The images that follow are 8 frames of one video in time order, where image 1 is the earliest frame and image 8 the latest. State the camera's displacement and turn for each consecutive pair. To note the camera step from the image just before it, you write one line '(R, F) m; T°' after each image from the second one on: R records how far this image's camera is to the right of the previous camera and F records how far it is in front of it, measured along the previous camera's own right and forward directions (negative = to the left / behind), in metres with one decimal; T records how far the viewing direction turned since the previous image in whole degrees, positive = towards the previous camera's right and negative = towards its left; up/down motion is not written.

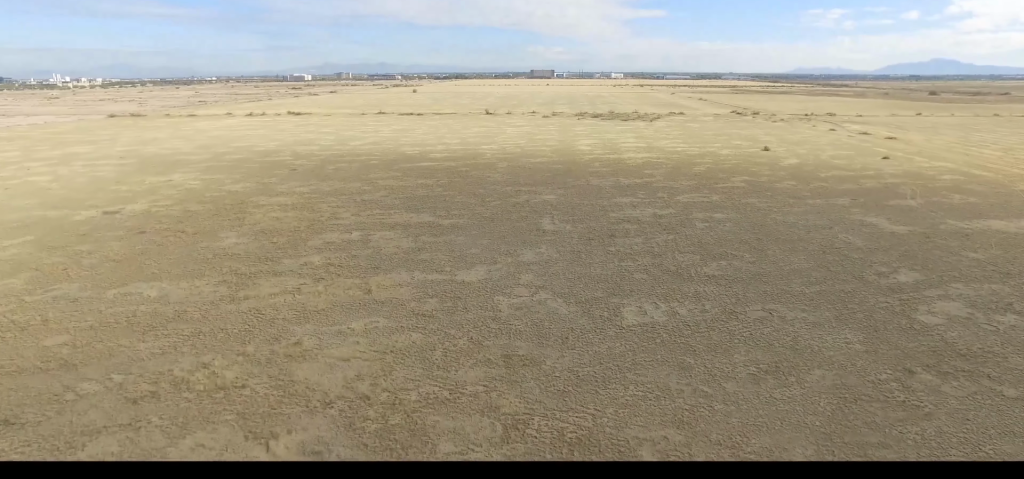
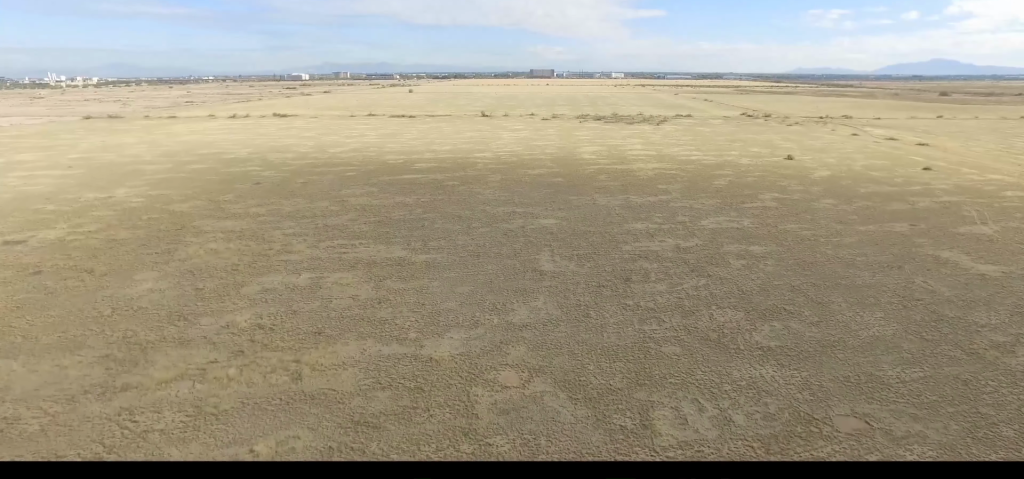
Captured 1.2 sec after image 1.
(-0.1, +15.9) m; -1°
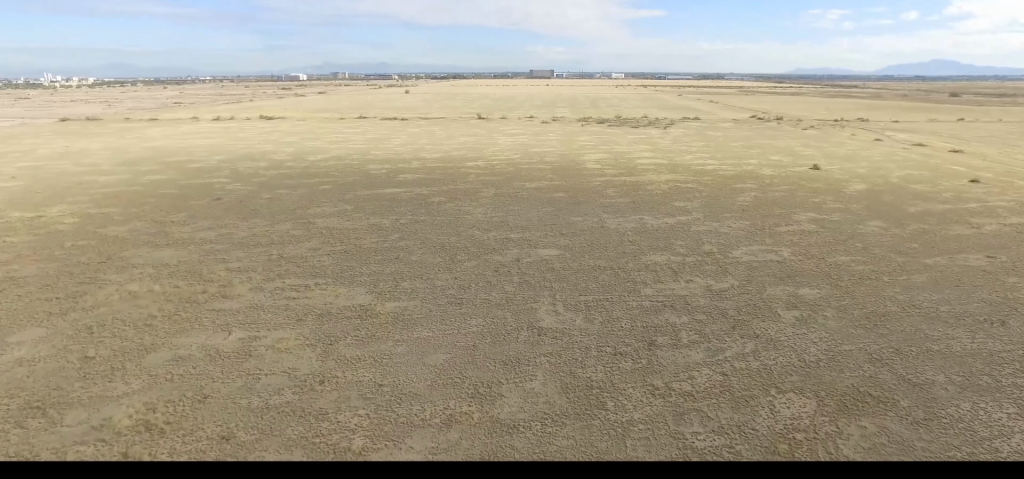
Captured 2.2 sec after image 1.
(-0.1, +13.2) m; -2°
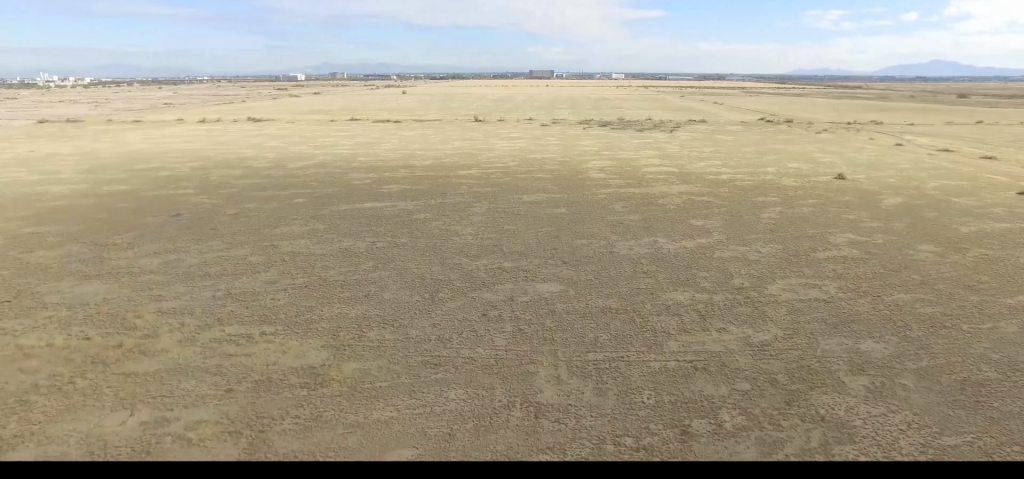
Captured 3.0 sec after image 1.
(-0.1, +9.9) m; -3°
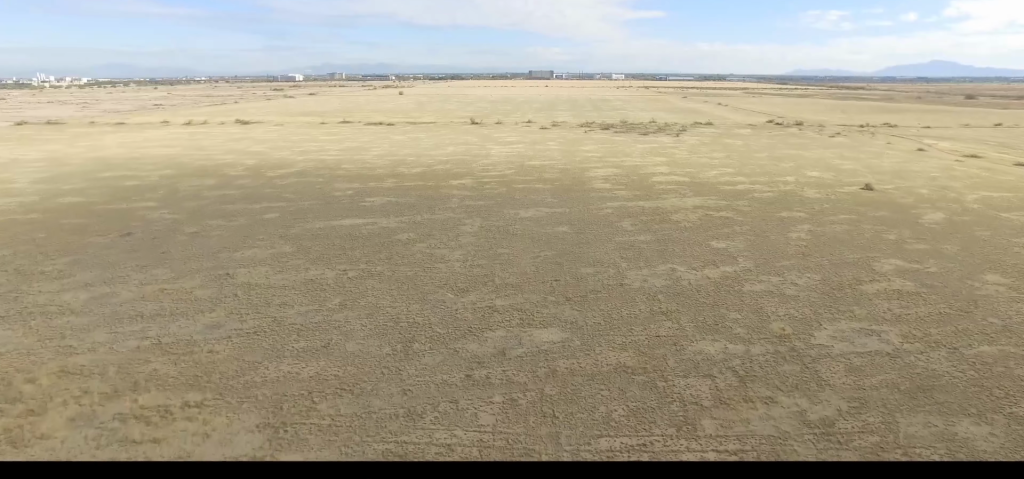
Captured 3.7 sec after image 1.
(-0.4, +9.2) m; -4°
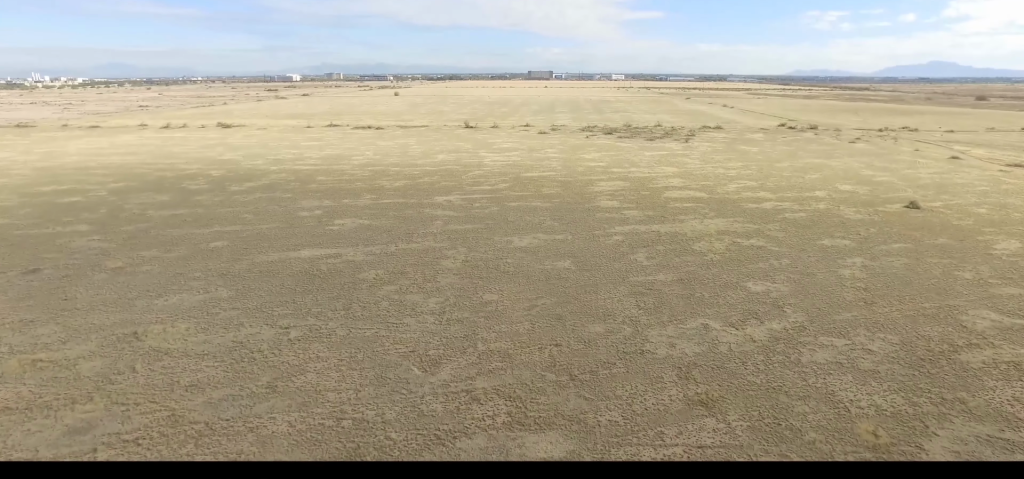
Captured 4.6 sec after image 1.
(-0.3, +12.3) m; -1°
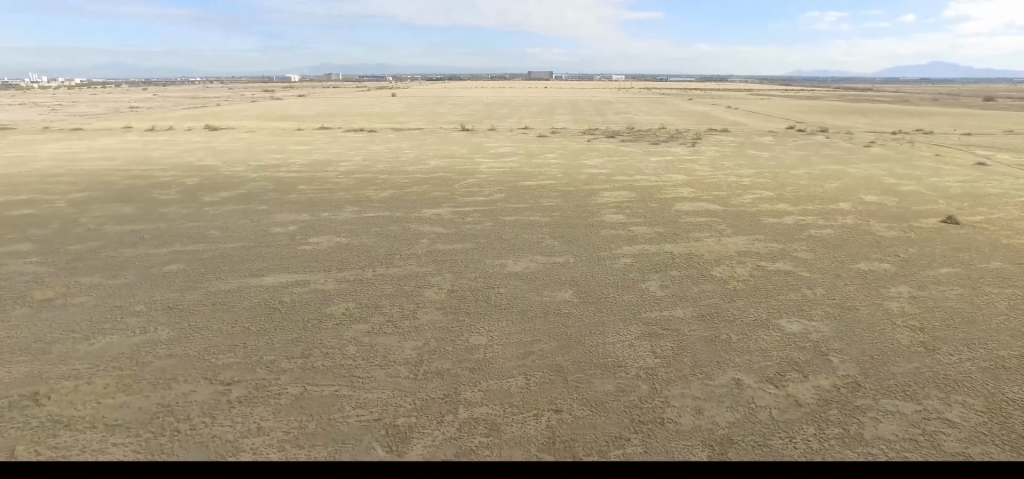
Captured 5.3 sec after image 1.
(0.0, +8.2) m; 0°
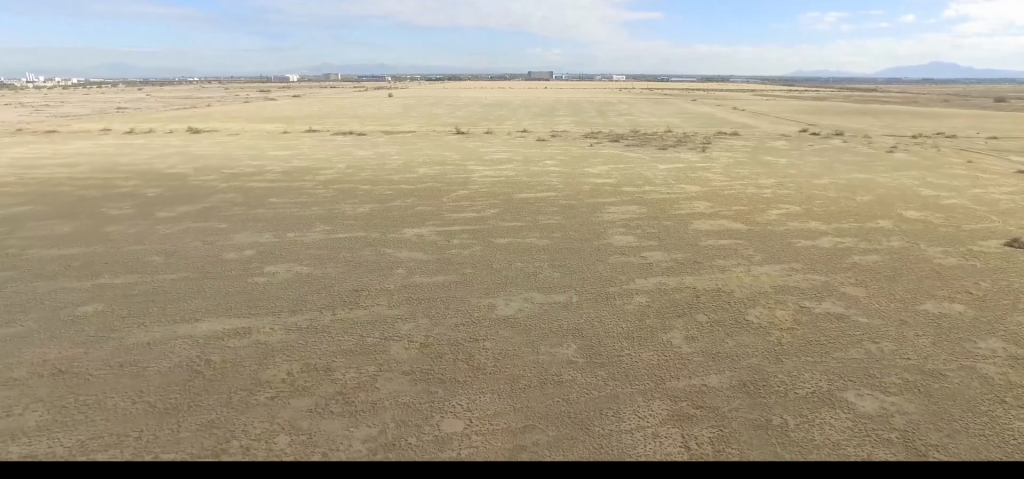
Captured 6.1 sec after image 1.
(0.0, +10.8) m; -1°
